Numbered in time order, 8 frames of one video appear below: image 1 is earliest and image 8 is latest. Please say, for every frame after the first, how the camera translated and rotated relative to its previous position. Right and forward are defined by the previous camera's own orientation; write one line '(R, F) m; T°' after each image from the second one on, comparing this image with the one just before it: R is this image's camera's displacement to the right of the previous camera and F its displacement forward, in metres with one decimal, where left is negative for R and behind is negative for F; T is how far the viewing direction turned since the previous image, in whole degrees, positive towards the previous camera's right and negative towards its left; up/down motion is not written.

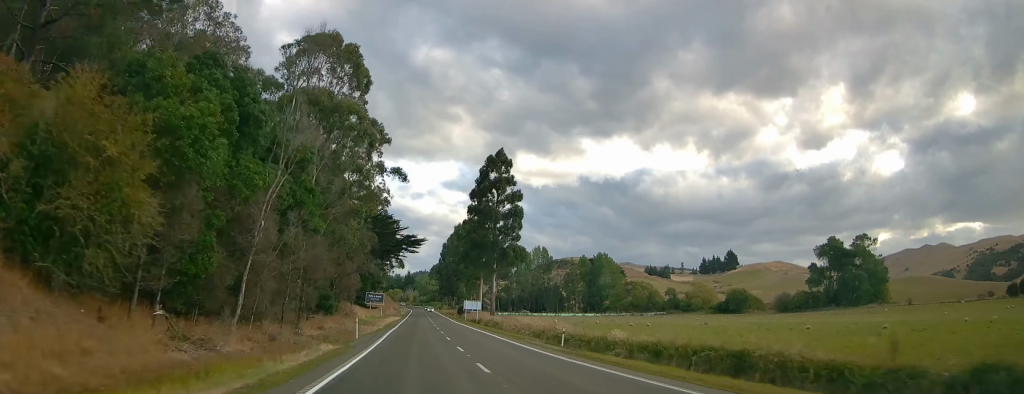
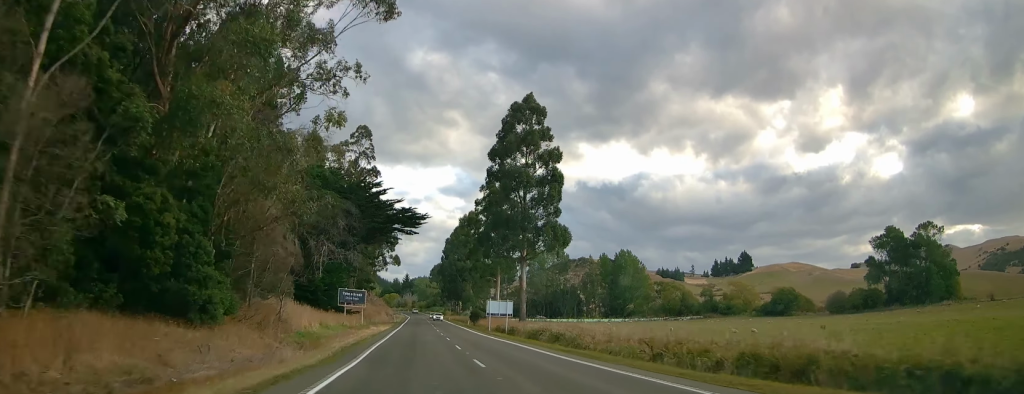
(+0.5, +39.0) m; +2°
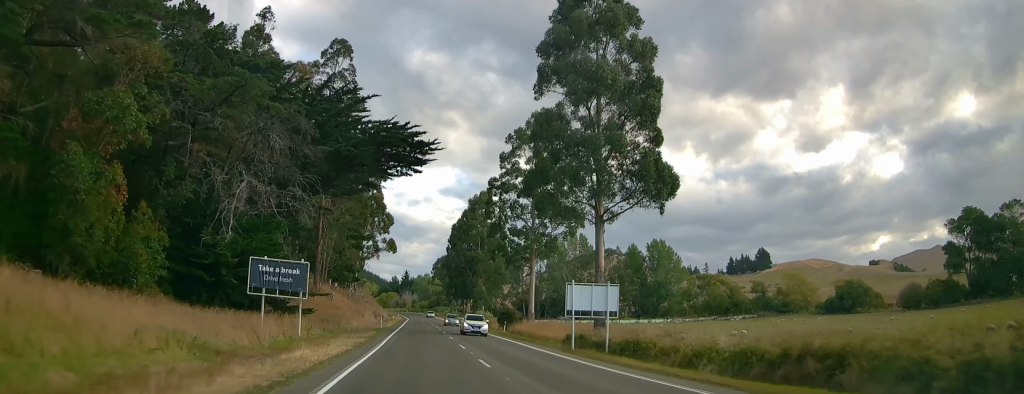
(+0.2, +40.8) m; -1°
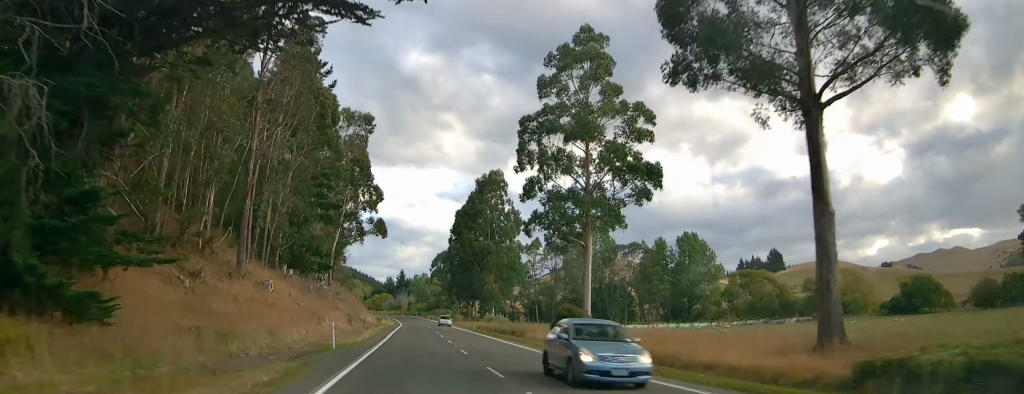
(-0.3, +33.2) m; -1°
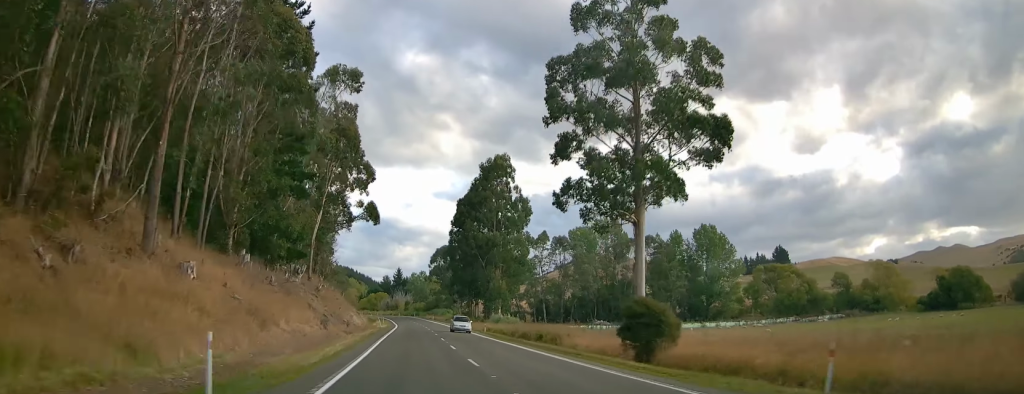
(0.0, +16.0) m; 0°
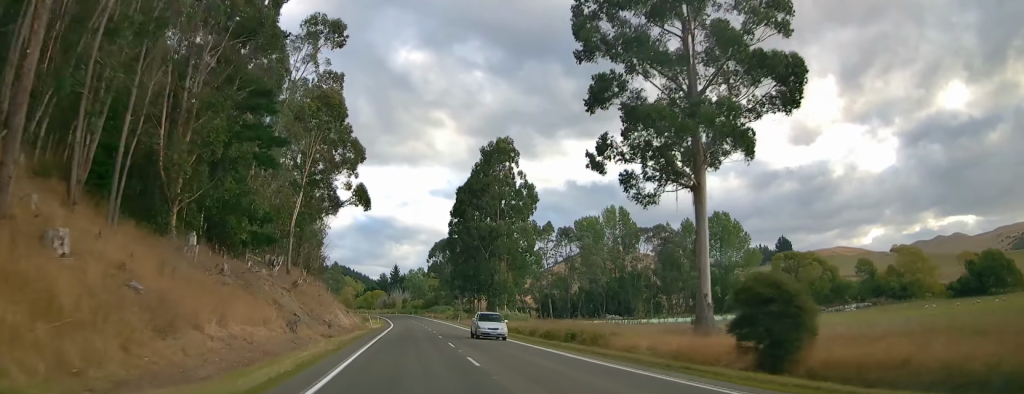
(0.0, +11.6) m; 0°
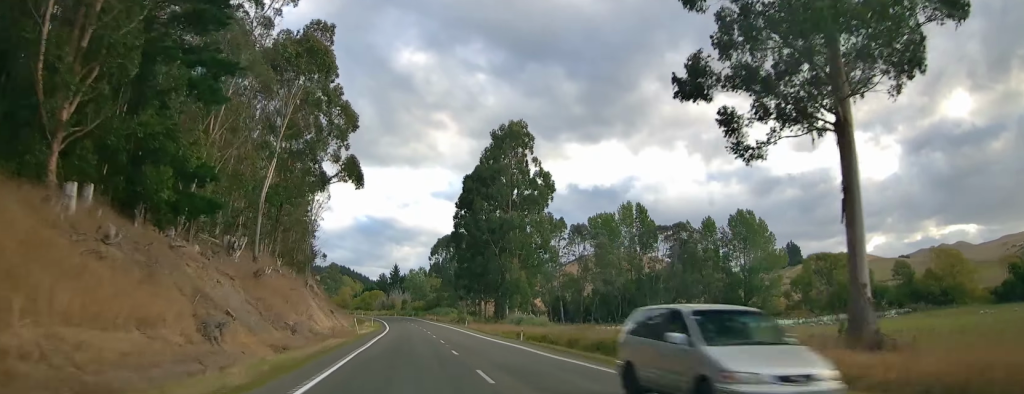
(0.0, +14.2) m; 0°
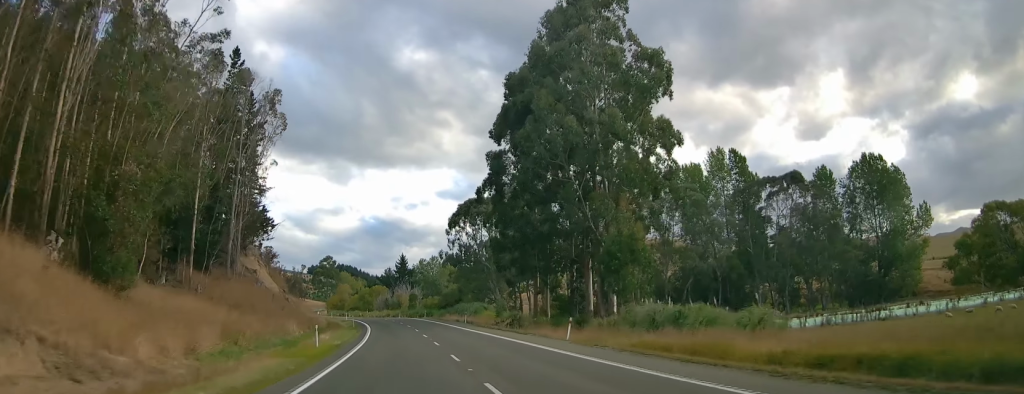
(+0.3, +53.9) m; 0°
